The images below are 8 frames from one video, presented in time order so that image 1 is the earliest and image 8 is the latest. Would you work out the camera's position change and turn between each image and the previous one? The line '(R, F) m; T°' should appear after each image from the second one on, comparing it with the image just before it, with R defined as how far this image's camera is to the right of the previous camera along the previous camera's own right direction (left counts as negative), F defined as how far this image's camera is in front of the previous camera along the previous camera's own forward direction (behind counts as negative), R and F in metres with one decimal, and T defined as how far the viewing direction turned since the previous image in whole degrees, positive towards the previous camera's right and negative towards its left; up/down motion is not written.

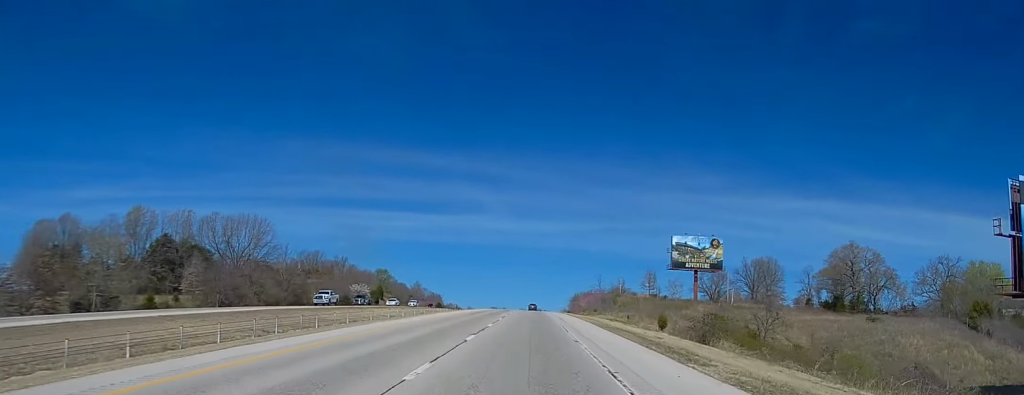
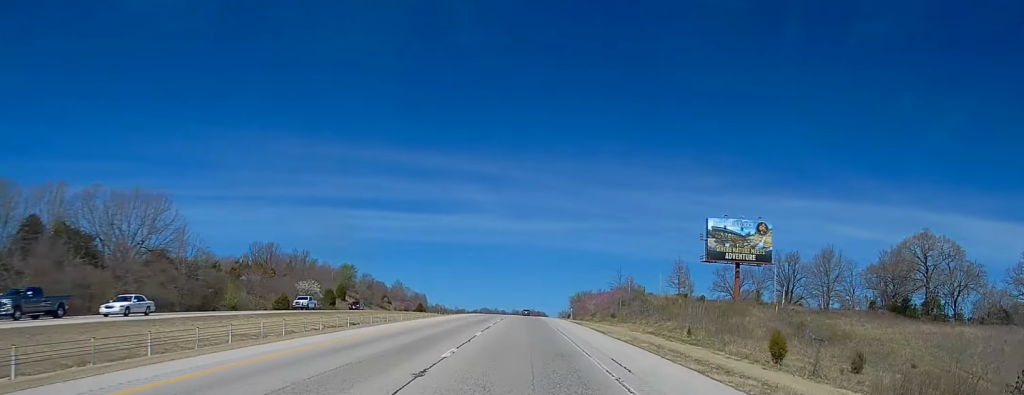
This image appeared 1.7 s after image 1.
(-0.2, +42.9) m; 0°
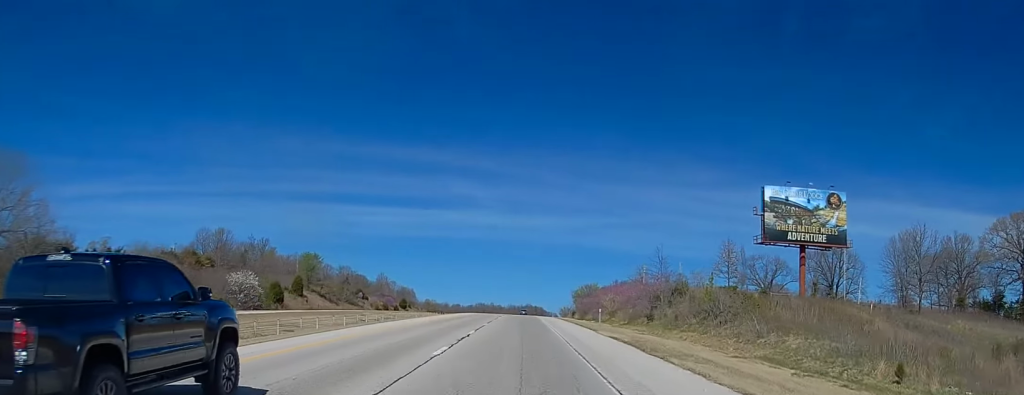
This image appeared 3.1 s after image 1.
(+0.1, +36.6) m; 0°
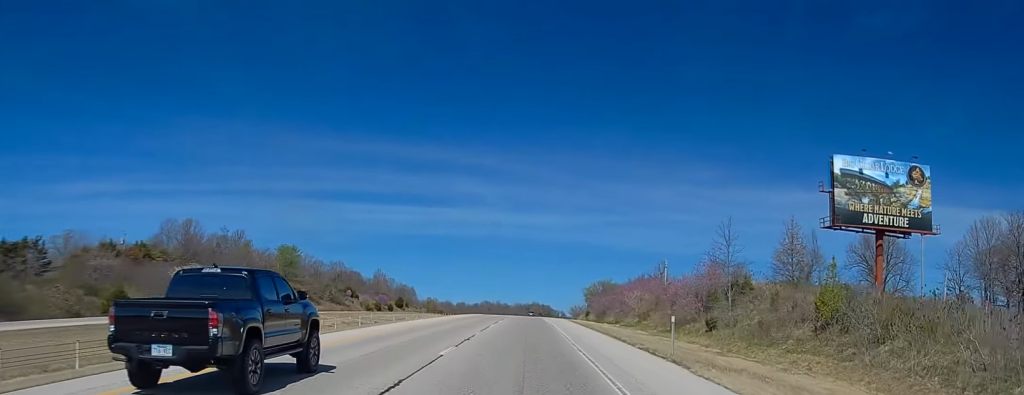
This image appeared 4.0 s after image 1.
(+0.3, +23.5) m; 0°
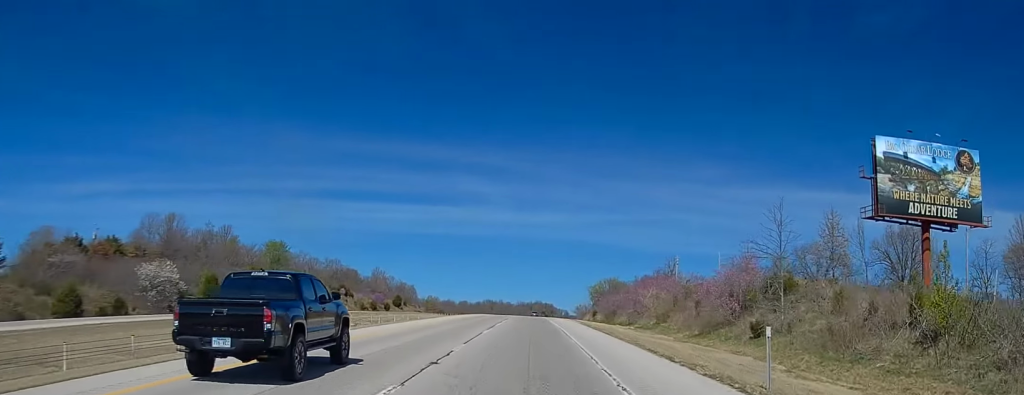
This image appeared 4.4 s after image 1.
(+0.3, +10.5) m; 0°
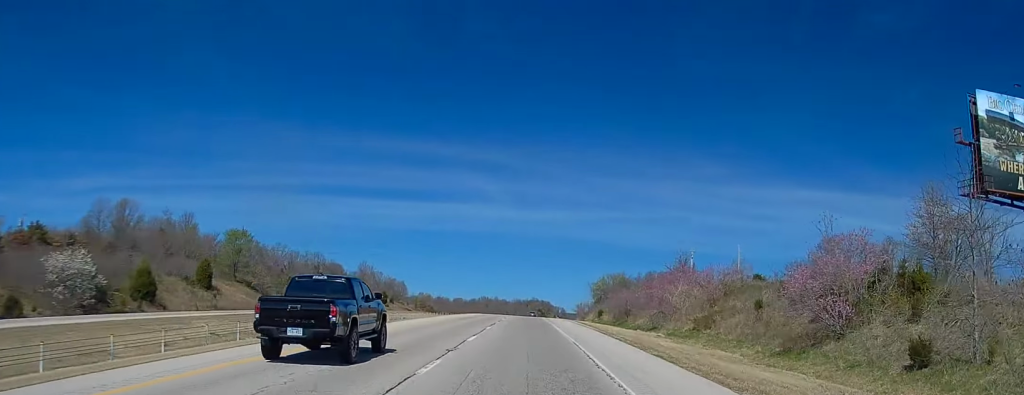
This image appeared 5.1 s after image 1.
(-0.6, +19.7) m; -1°
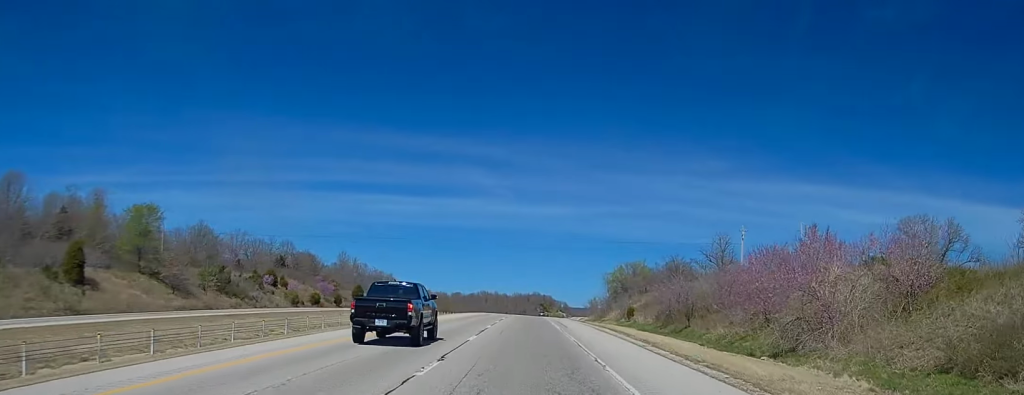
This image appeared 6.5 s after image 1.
(+0.1, +36.7) m; +1°
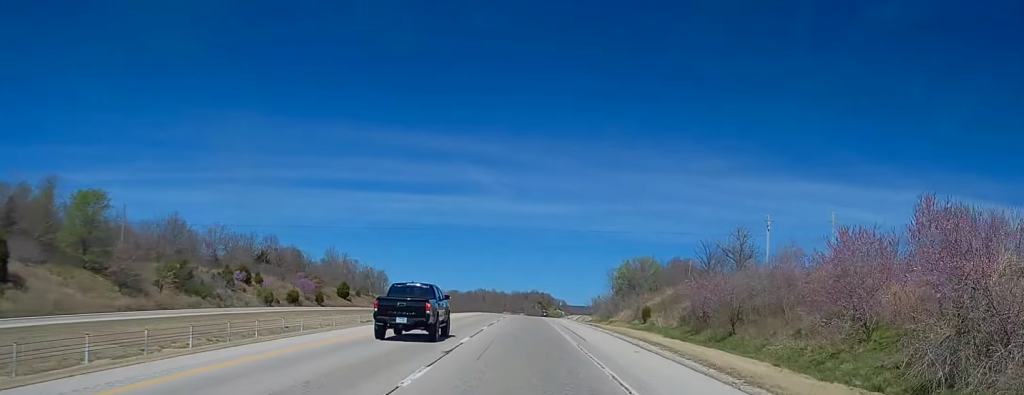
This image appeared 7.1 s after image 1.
(+0.3, +14.0) m; 0°
